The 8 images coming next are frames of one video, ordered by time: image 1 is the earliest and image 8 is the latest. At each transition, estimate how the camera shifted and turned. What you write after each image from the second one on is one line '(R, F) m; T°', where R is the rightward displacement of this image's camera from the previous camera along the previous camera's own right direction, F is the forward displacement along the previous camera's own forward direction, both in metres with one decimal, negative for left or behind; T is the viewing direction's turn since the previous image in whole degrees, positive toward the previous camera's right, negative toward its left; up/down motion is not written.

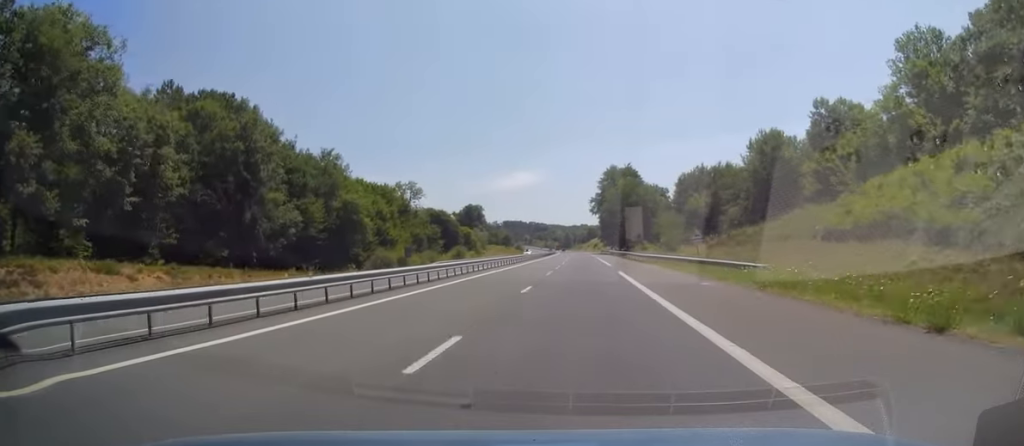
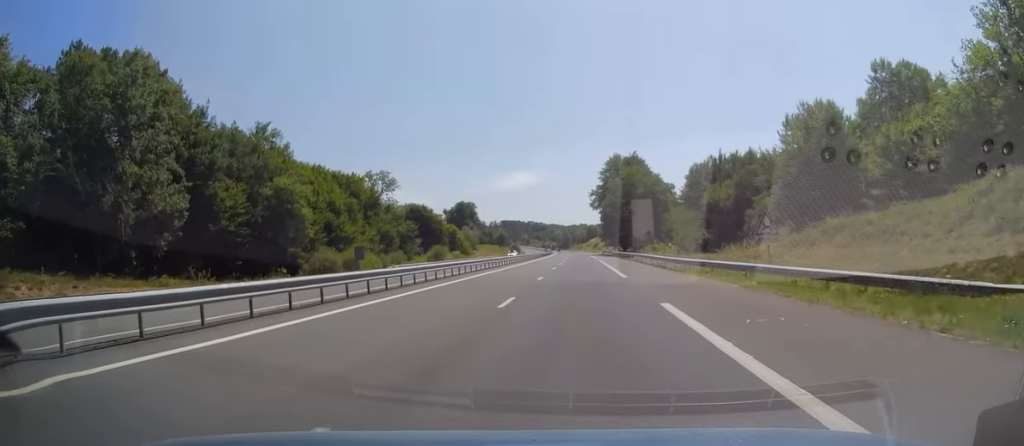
(+0.1, +18.2) m; 0°
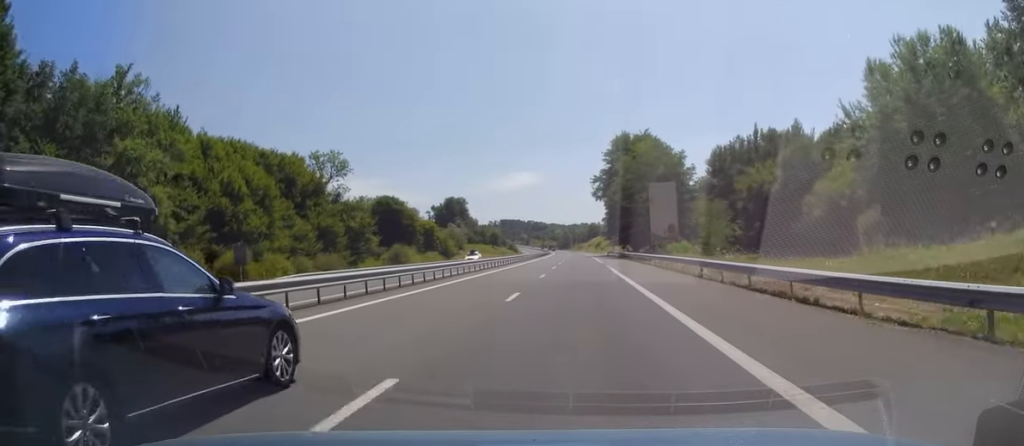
(-0.4, +24.1) m; 0°
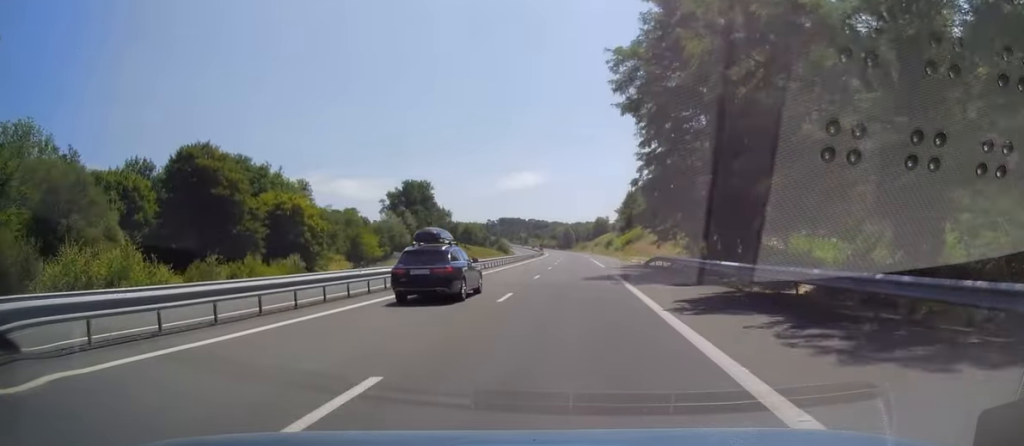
(-0.1, +64.9) m; -1°
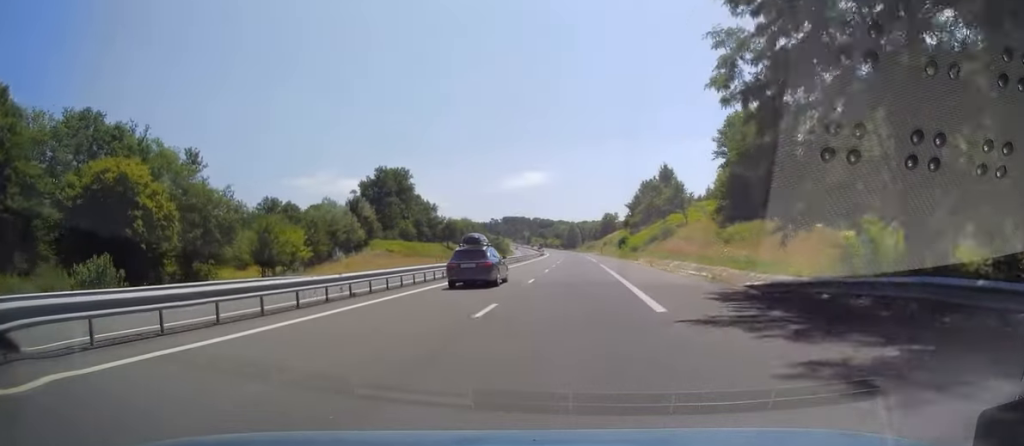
(0.0, +30.0) m; 0°
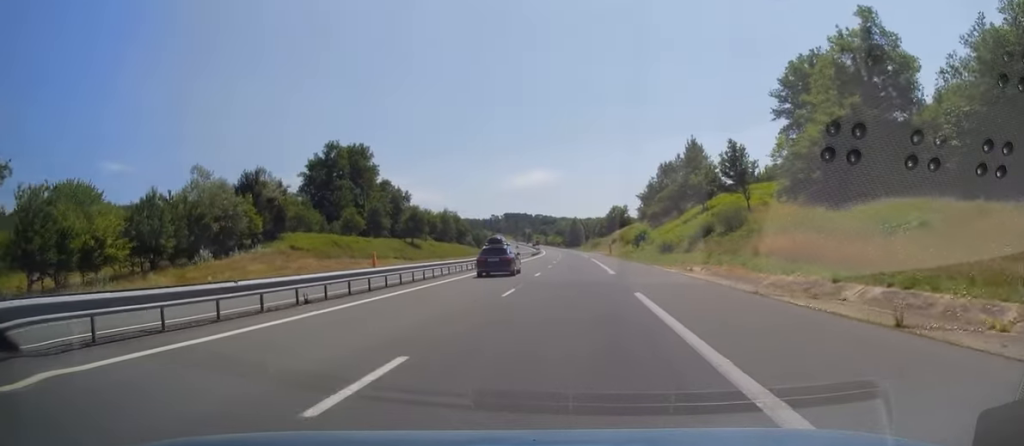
(0.0, +33.9) m; 0°
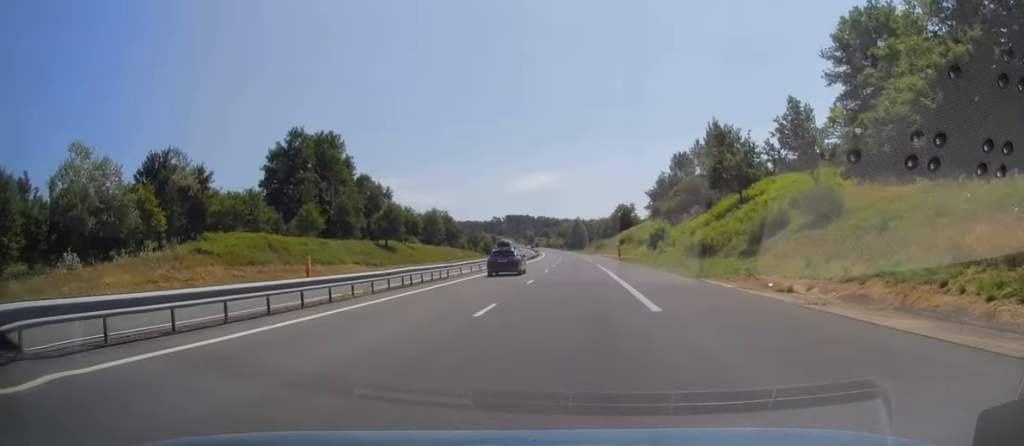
(+0.1, +17.7) m; -1°
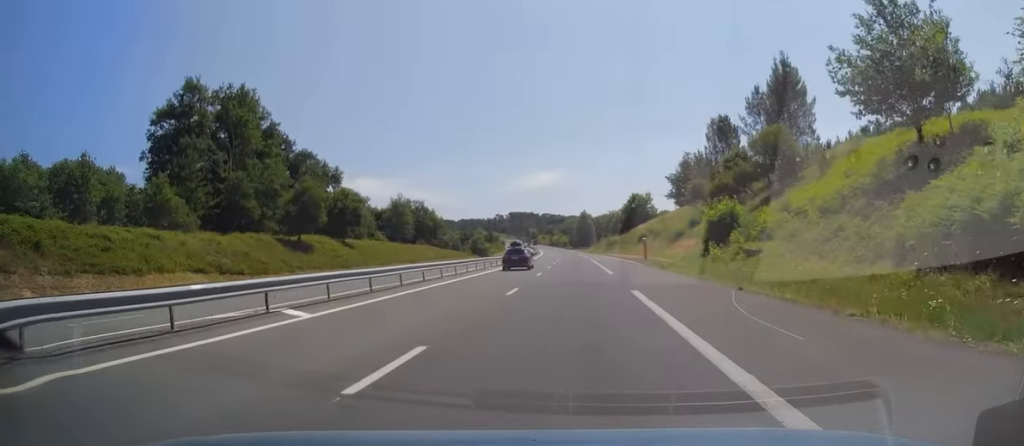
(-0.4, +33.4) m; 0°
